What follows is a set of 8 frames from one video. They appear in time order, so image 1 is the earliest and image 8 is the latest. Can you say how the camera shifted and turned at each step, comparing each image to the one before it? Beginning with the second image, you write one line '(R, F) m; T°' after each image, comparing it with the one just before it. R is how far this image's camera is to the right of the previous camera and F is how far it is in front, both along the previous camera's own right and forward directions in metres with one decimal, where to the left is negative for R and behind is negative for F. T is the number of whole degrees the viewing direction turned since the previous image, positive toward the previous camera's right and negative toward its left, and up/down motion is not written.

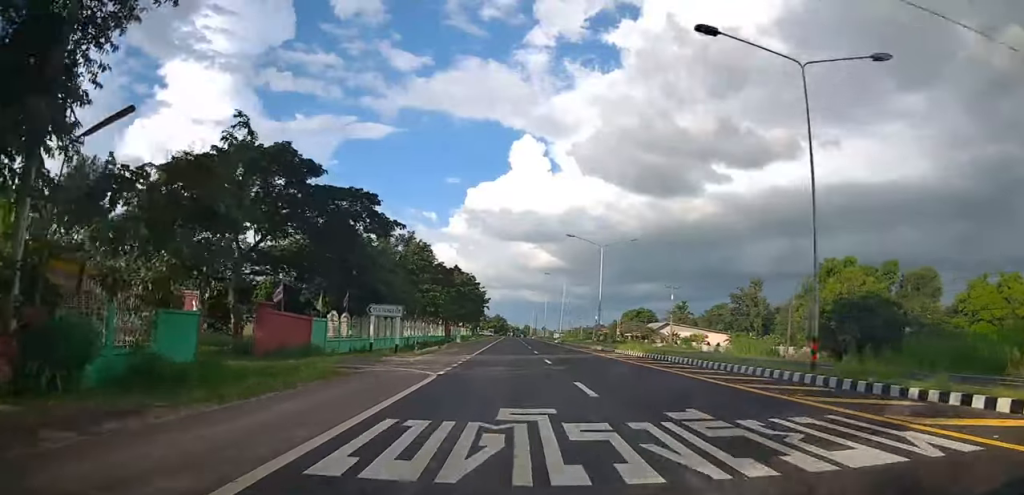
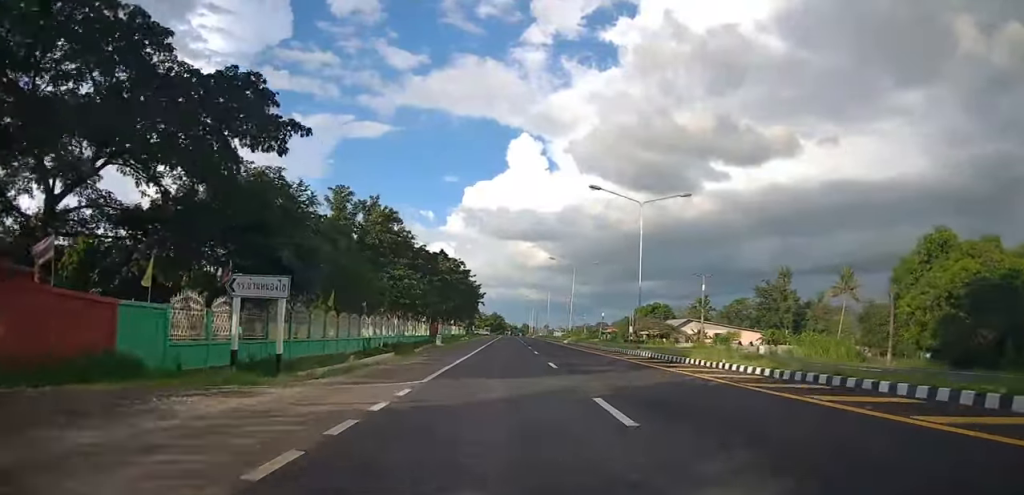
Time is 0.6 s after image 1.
(-0.1, +15.6) m; +1°
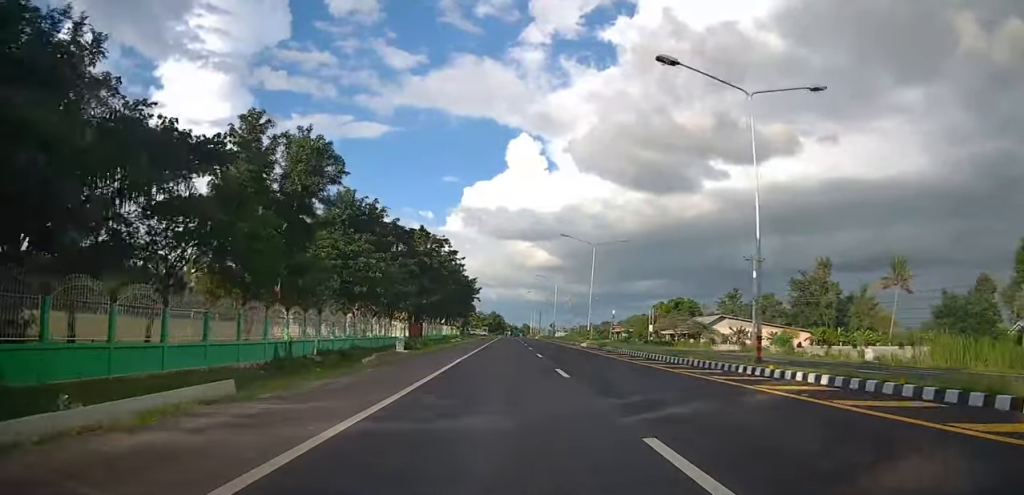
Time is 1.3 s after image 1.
(+0.3, +16.1) m; 0°
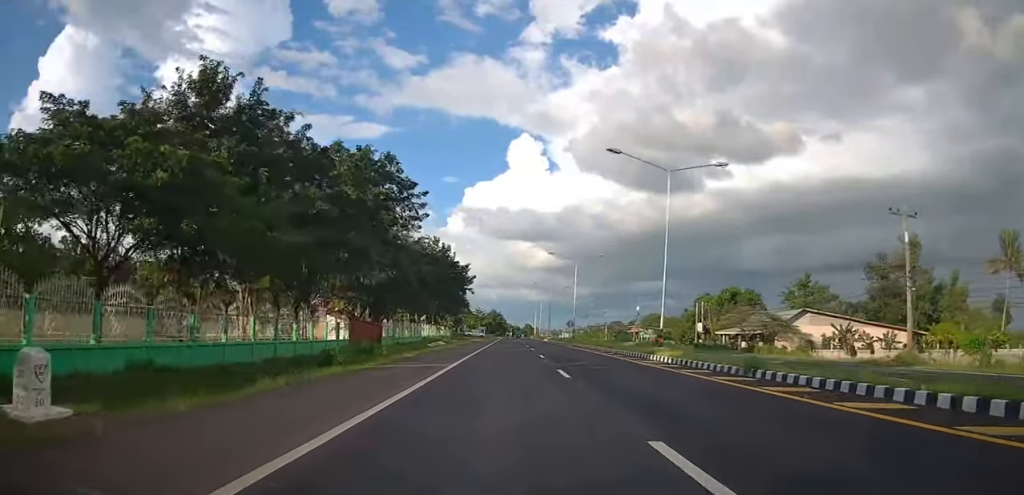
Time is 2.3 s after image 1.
(+0.1, +24.4) m; -1°
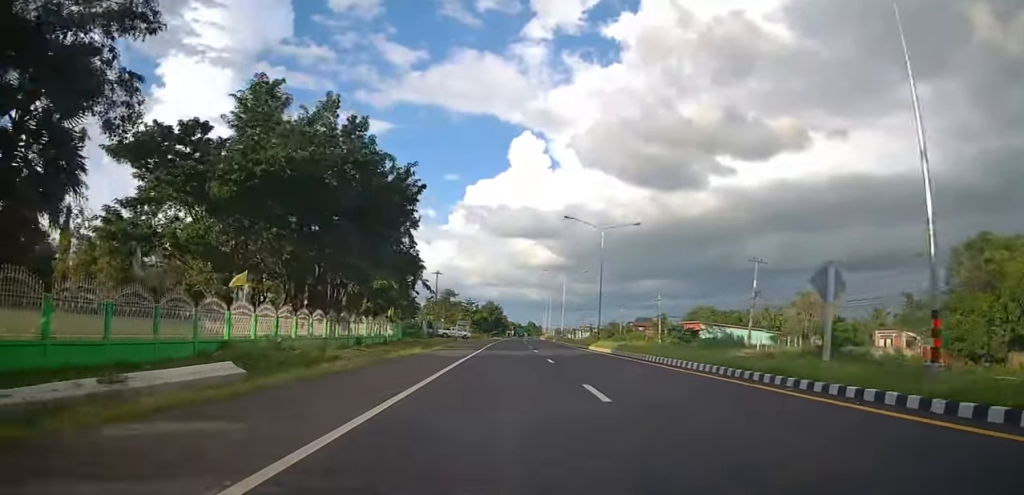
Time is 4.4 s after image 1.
(-1.0, +54.0) m; -1°
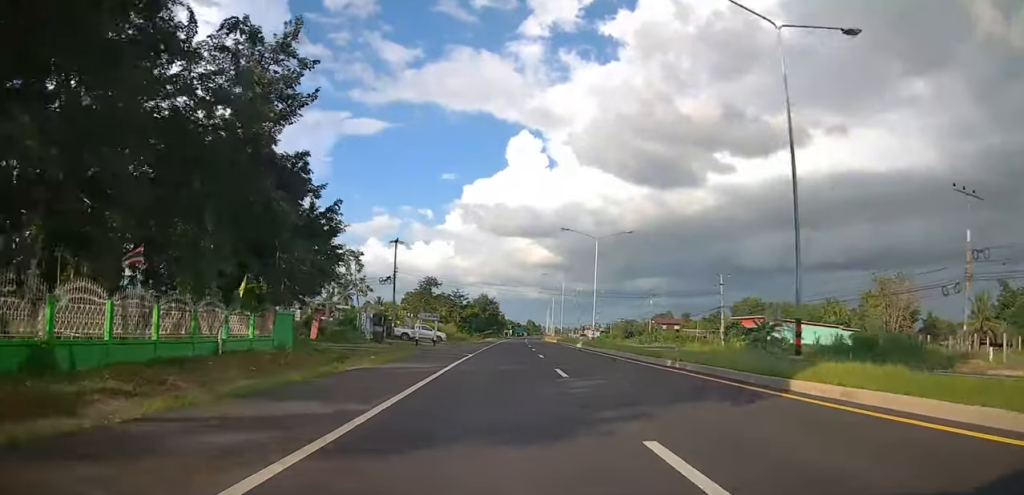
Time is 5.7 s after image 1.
(0.0, +30.9) m; 0°
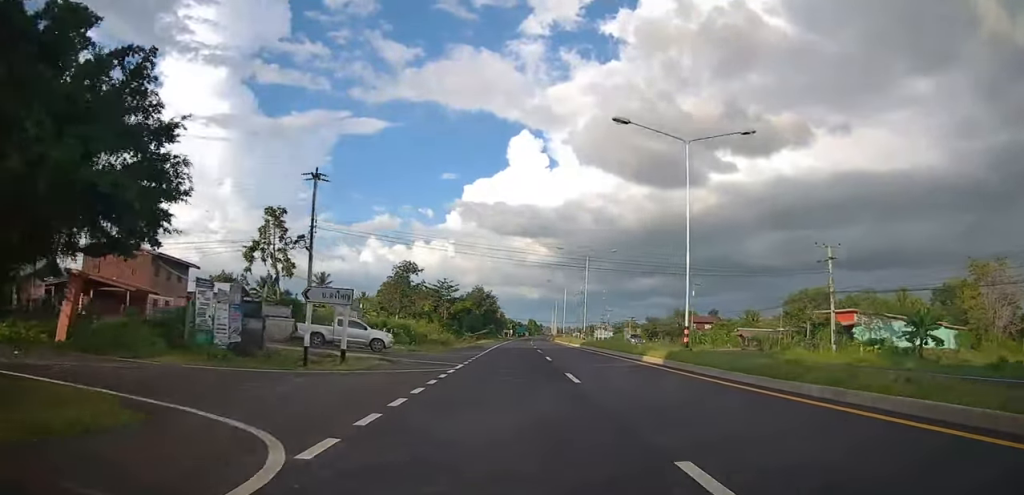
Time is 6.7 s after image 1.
(0.0, +25.0) m; 0°
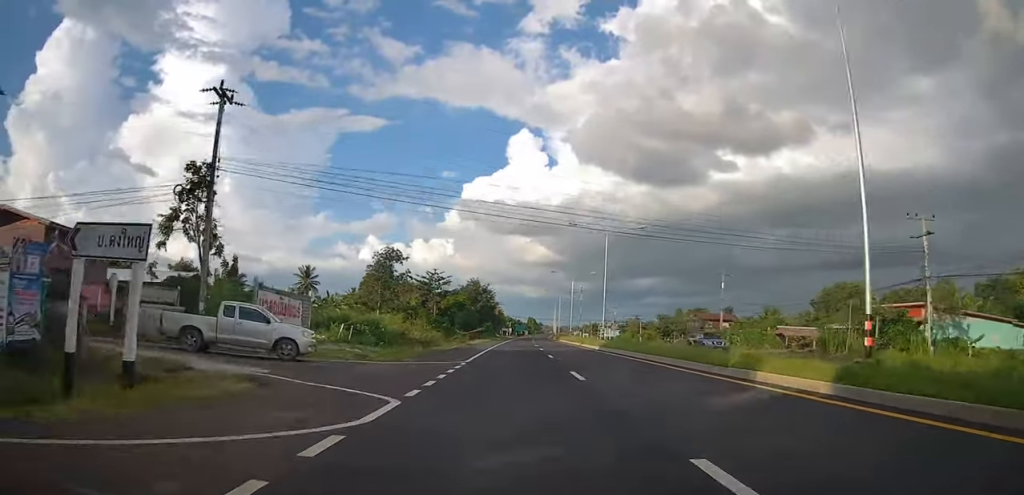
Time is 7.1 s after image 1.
(0.0, +12.1) m; +1°
